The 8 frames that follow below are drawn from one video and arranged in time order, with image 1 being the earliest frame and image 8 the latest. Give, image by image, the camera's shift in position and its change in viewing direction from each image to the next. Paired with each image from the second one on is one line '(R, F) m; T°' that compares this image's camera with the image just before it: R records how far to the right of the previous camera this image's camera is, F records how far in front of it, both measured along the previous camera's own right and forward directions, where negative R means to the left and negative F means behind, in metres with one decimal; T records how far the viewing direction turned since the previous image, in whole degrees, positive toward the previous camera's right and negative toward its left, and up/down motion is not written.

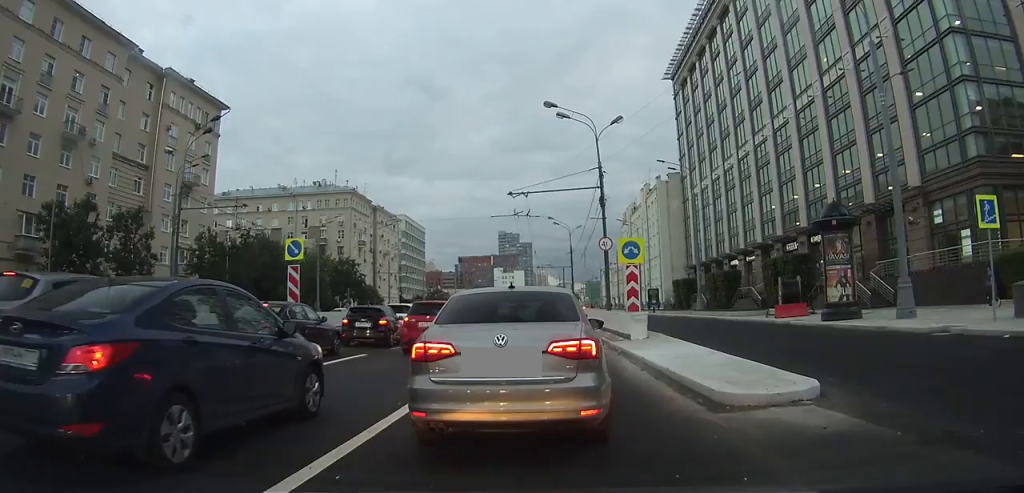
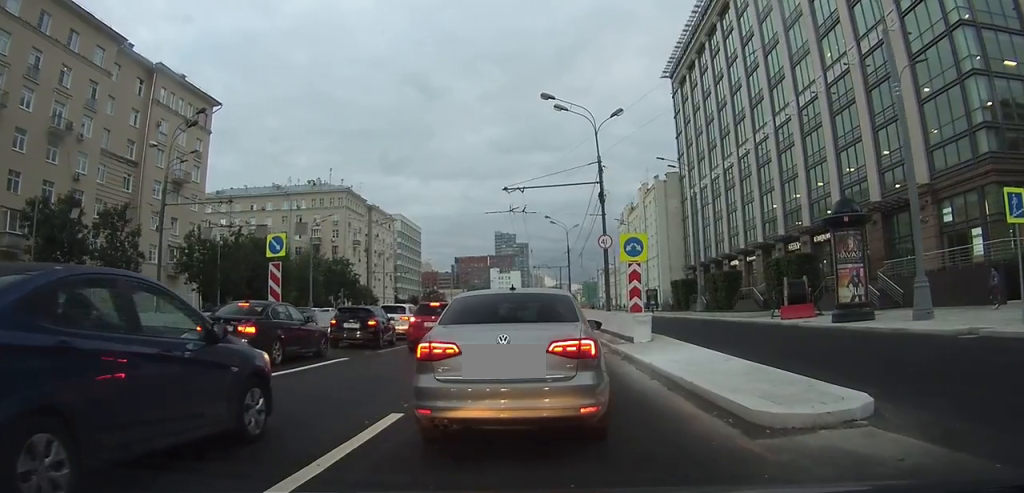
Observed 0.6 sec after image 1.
(0.0, +1.5) m; 0°
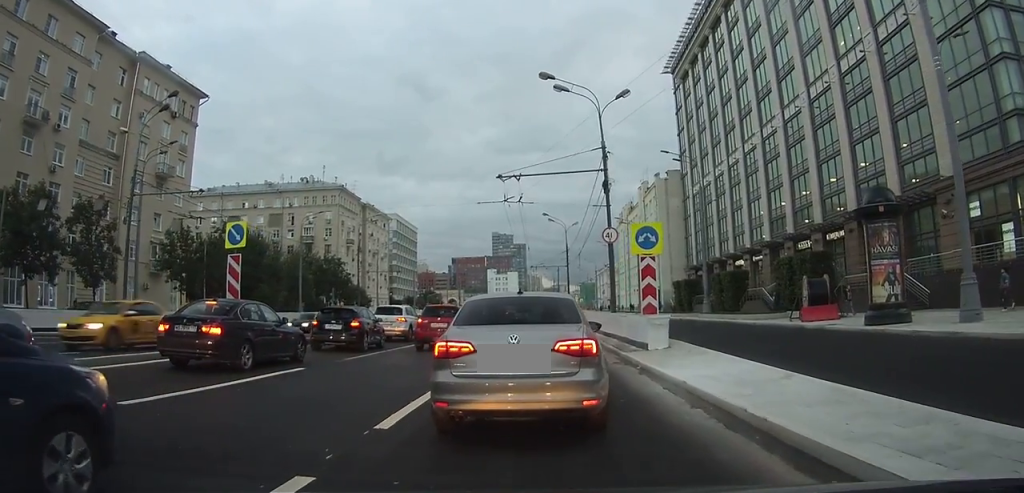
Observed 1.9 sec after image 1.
(0.0, +3.3) m; +1°
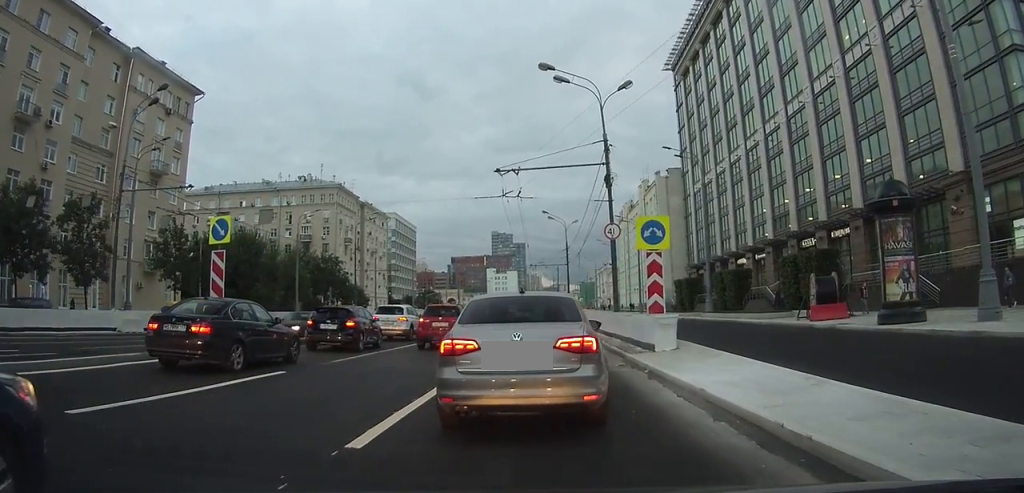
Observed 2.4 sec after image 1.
(-0.1, +1.1) m; +2°
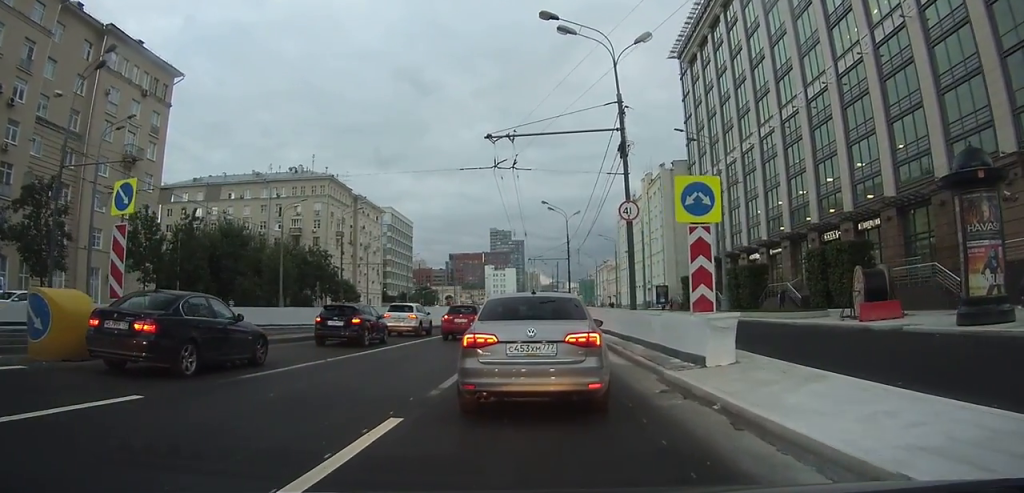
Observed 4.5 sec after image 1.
(+0.5, +5.0) m; +3°
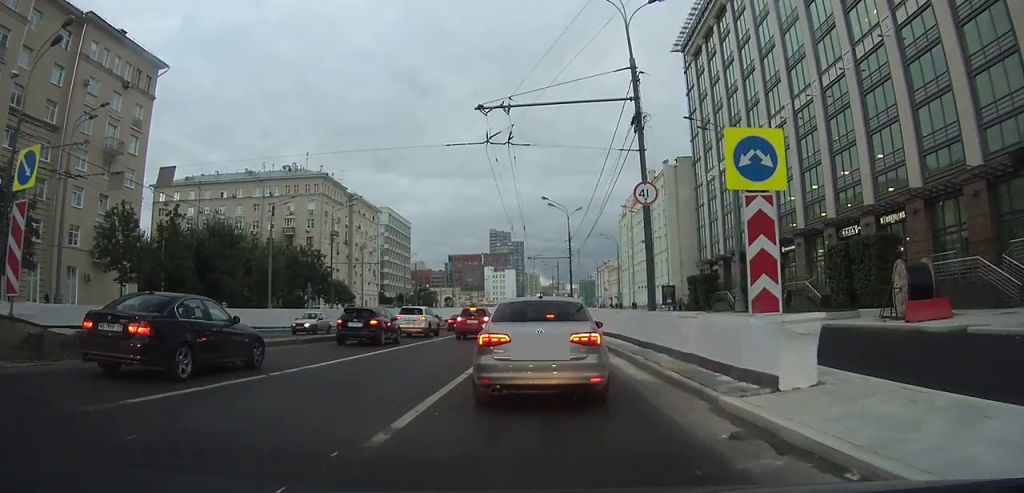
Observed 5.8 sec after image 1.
(-0.1, +3.3) m; -1°
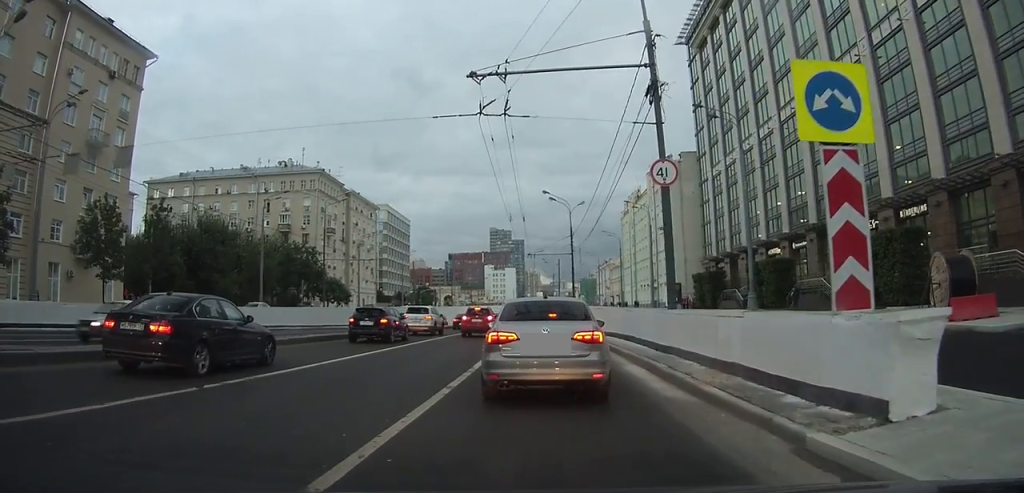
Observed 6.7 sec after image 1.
(0.0, +2.3) m; 0°
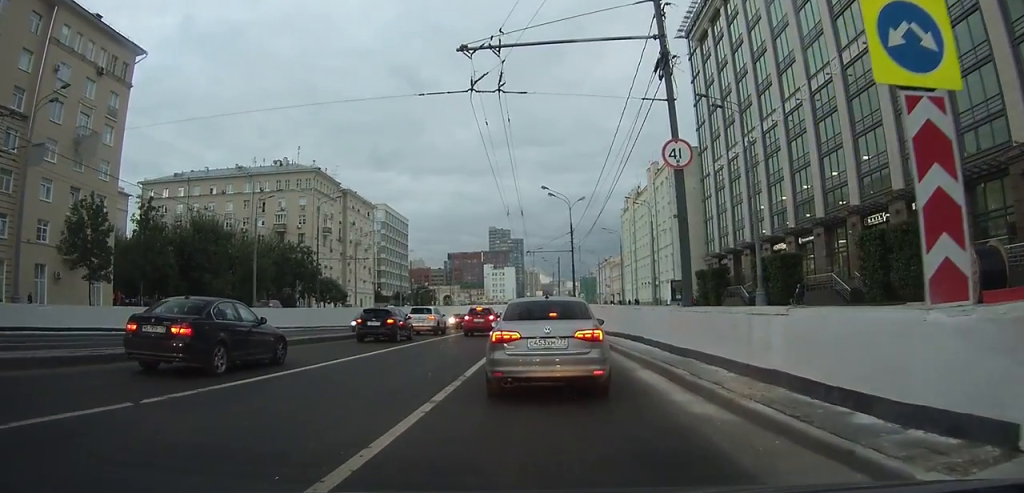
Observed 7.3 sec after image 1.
(-0.1, +1.6) m; 0°
